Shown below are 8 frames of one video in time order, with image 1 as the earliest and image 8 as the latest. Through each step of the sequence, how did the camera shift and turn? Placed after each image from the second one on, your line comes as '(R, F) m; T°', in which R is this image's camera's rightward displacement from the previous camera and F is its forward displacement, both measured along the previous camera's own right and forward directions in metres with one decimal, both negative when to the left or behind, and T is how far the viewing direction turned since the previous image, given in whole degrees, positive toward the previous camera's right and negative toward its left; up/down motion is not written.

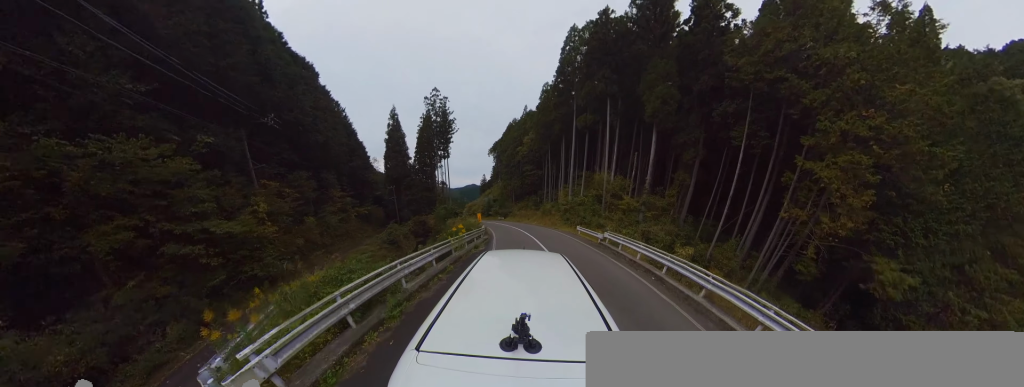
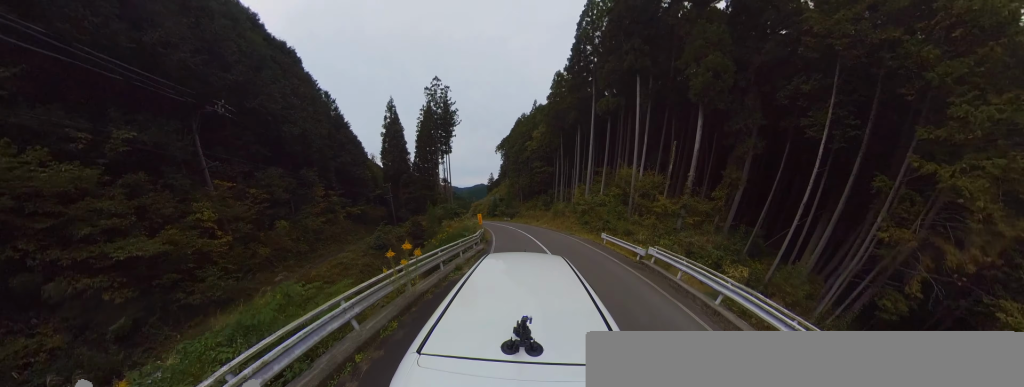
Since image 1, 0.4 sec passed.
(+0.3, +4.1) m; 0°
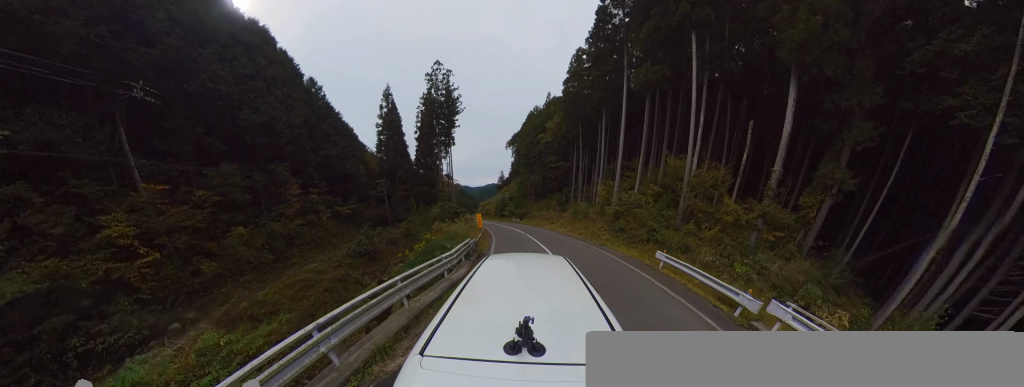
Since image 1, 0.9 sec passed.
(-0.1, +4.9) m; -6°
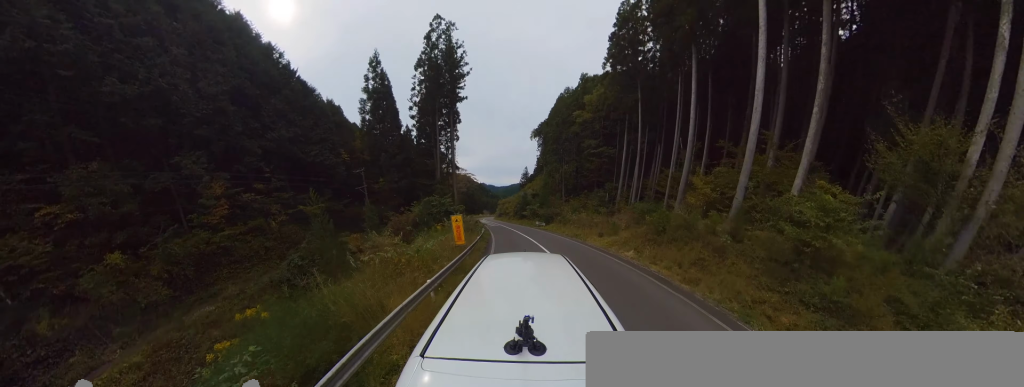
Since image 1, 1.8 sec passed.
(-1.1, +10.0) m; -17°
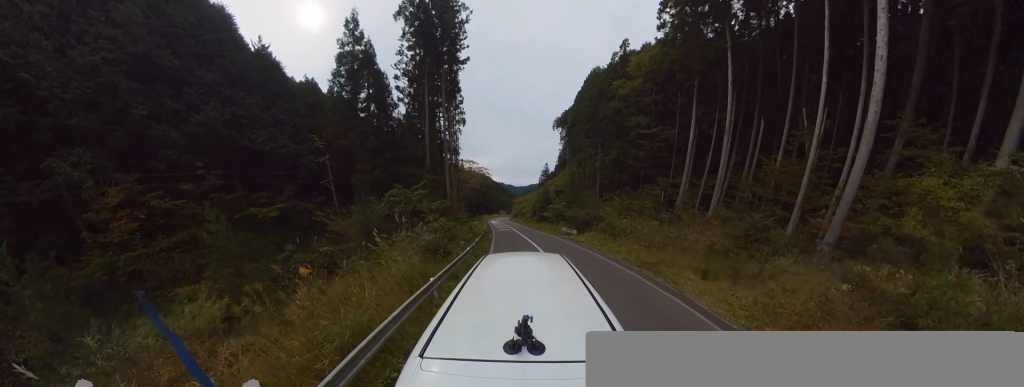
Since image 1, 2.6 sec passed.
(-1.5, +8.3) m; -11°
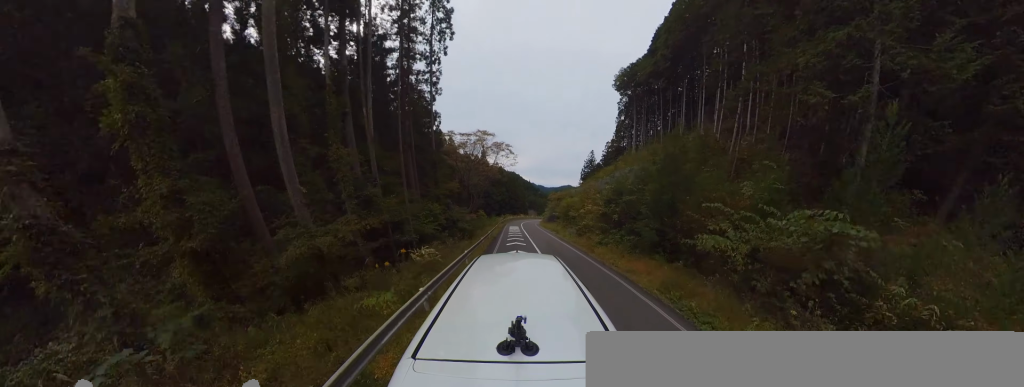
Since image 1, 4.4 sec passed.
(-1.1, +20.8) m; +1°
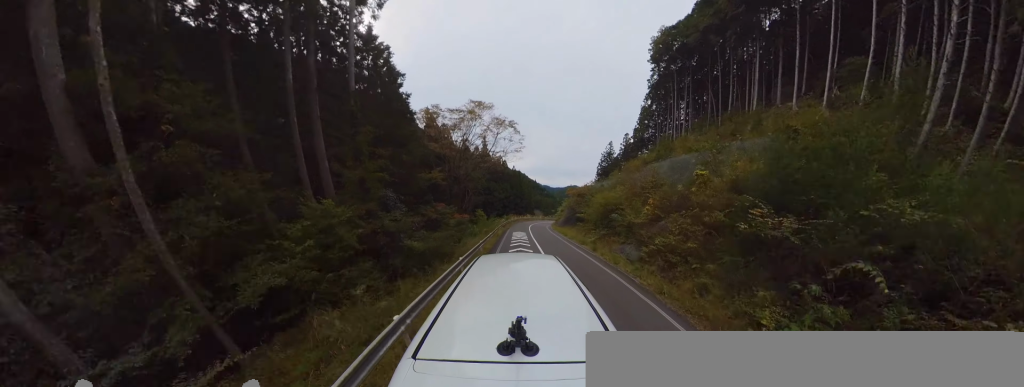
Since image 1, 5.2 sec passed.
(+0.9, +9.3) m; +3°
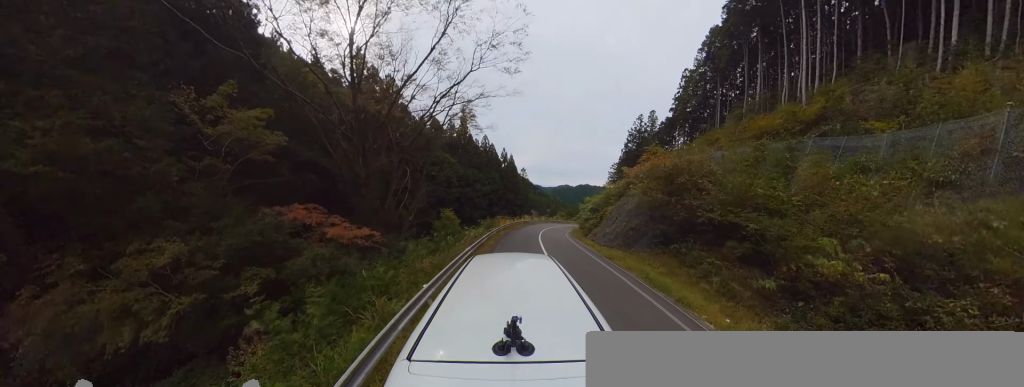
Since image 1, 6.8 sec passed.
(0.0, +17.9) m; +4°
